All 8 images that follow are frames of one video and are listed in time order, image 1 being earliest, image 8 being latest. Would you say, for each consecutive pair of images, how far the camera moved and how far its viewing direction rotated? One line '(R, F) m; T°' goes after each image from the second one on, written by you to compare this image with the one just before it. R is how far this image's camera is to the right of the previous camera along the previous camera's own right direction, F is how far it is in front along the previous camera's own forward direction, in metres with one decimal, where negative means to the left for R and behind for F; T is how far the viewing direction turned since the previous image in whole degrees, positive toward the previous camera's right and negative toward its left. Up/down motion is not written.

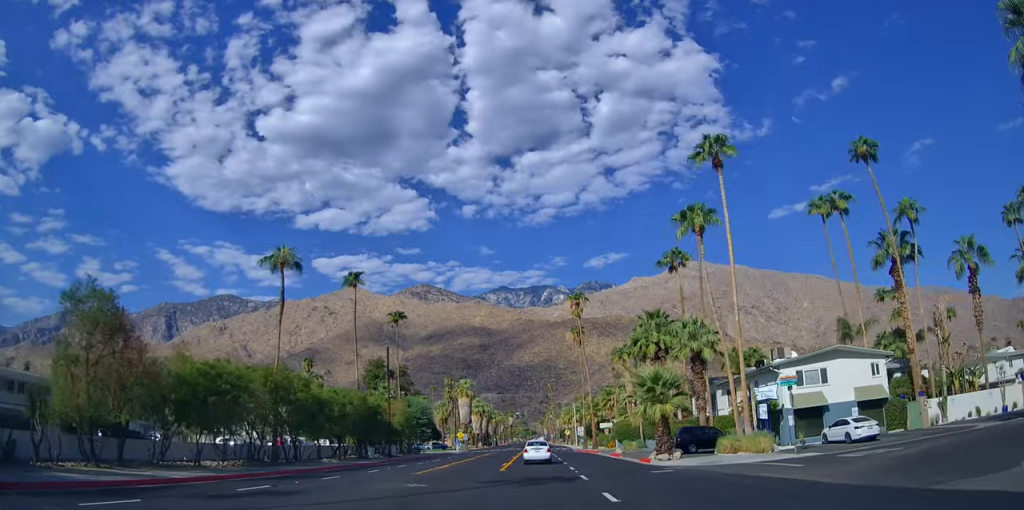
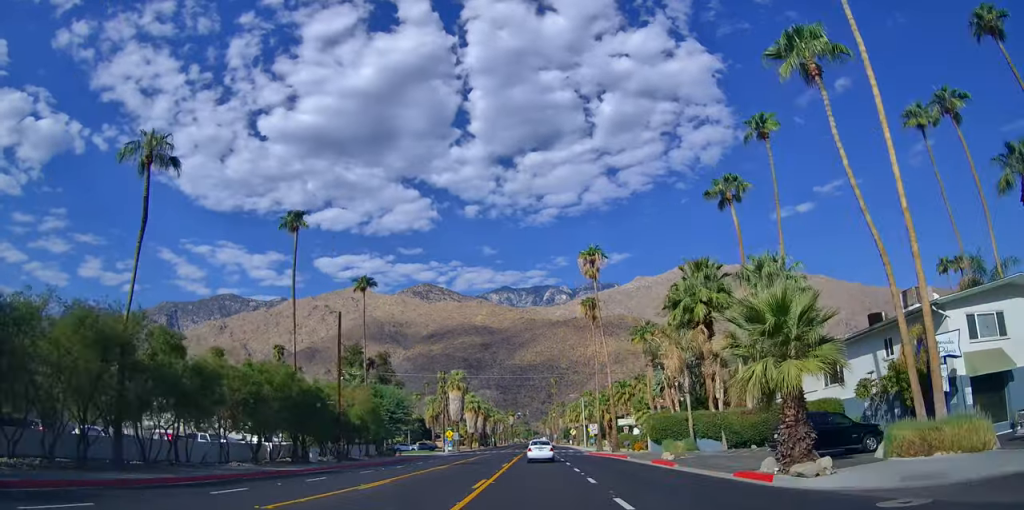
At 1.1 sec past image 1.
(+0.2, +15.4) m; +1°
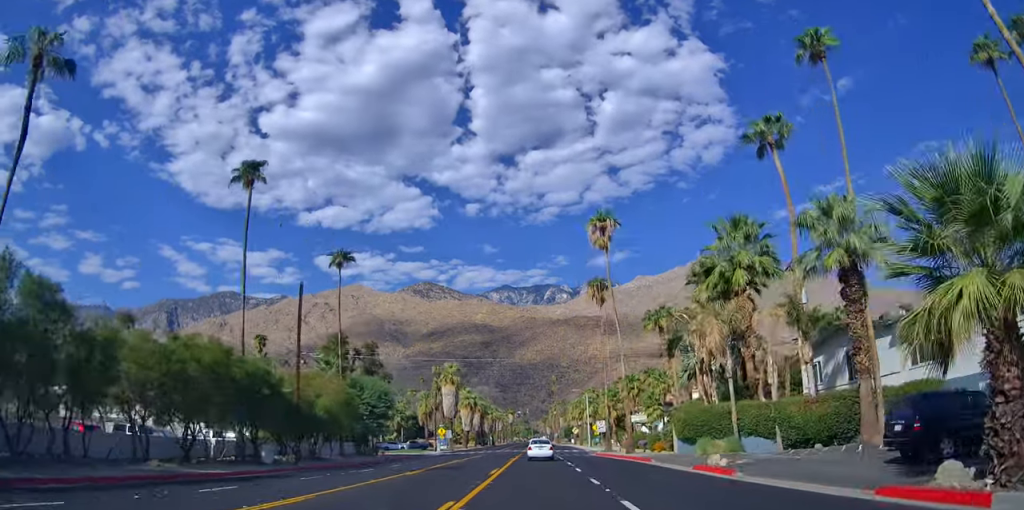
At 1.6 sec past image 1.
(0.0, +7.9) m; 0°
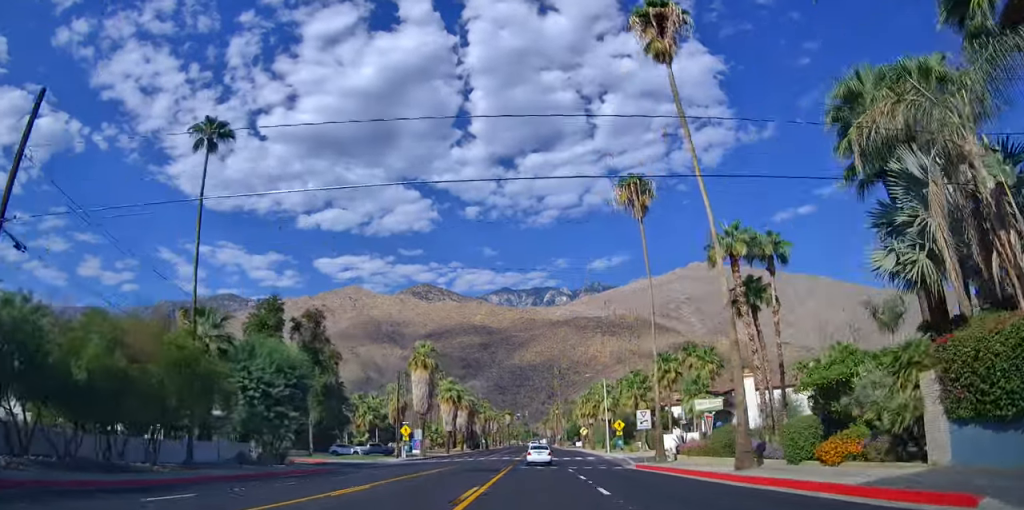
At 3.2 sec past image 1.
(0.0, +23.8) m; 0°
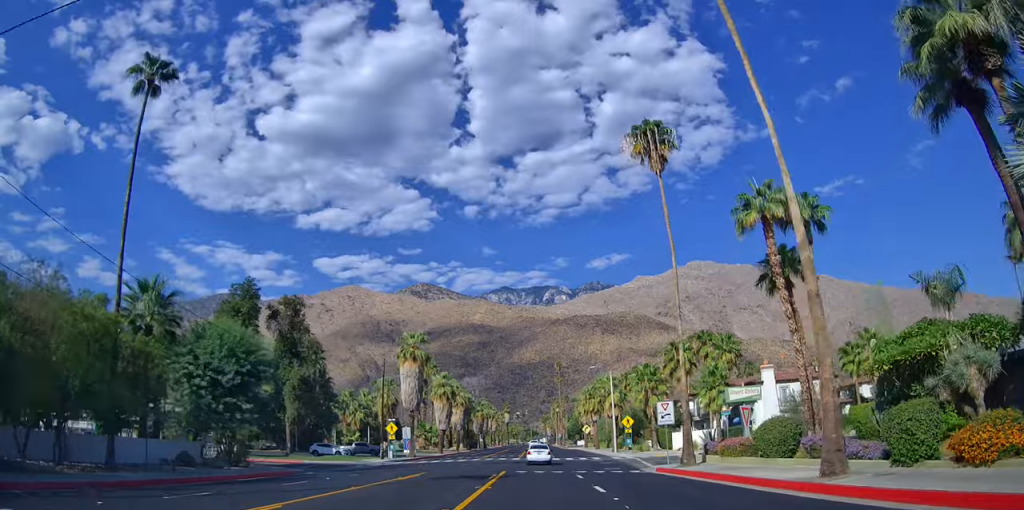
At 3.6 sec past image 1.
(0.0, +6.2) m; 0°
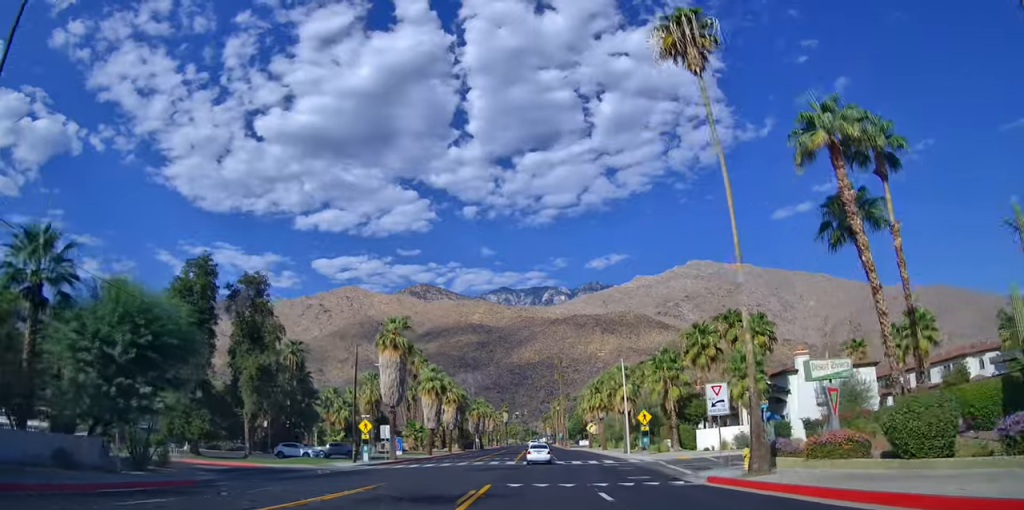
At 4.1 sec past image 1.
(0.0, +8.9) m; 0°
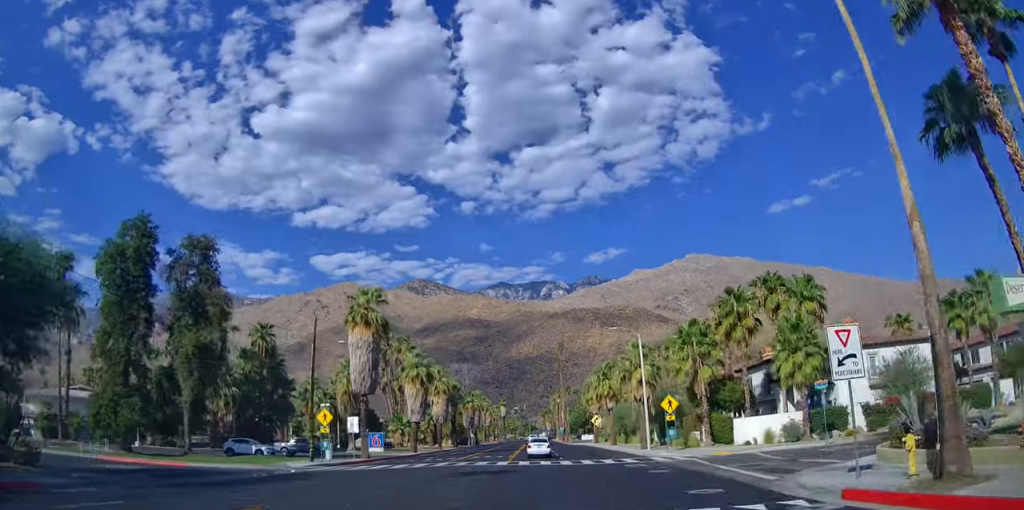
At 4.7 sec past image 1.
(0.0, +9.5) m; 0°
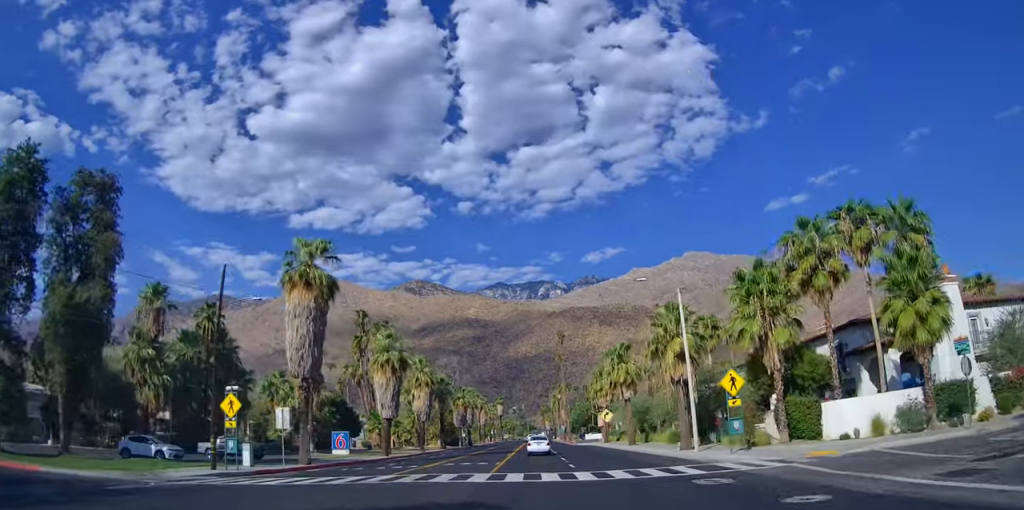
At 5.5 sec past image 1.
(0.0, +12.9) m; 0°
